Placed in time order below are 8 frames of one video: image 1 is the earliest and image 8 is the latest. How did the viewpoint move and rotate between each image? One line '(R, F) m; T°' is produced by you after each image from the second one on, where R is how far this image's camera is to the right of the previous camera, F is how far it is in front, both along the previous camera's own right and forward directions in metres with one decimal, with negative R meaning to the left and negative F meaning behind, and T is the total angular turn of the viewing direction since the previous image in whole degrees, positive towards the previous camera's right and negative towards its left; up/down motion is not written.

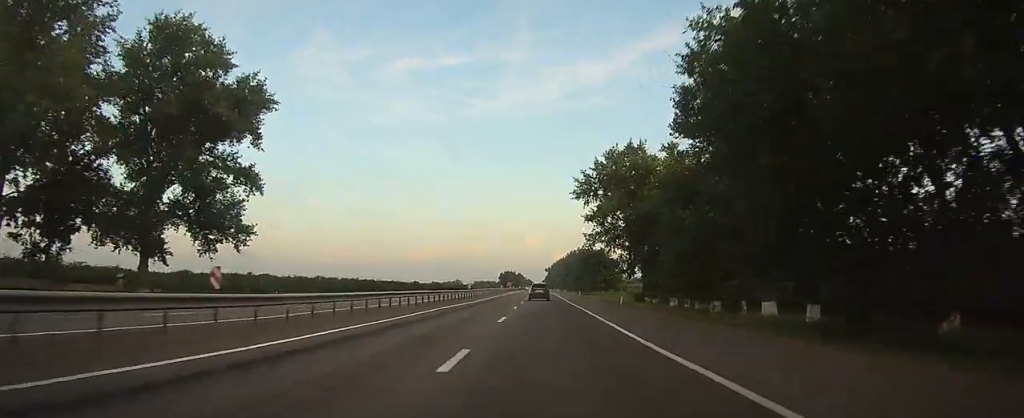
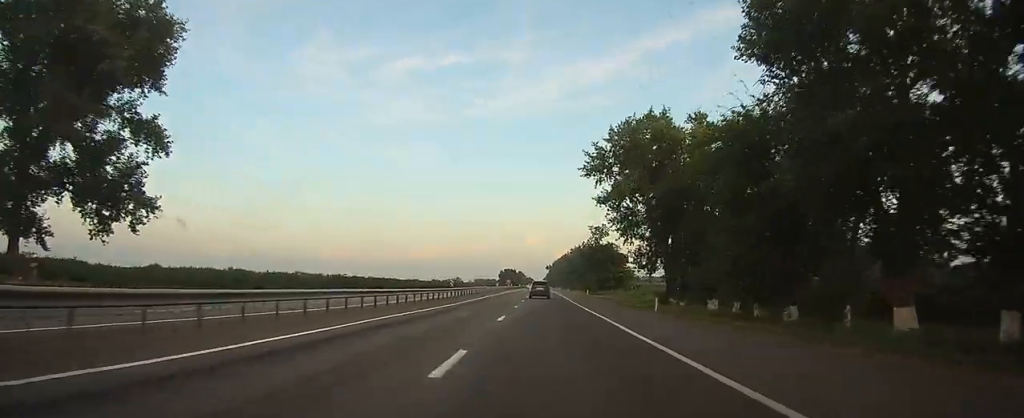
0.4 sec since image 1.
(0.0, +14.2) m; 0°
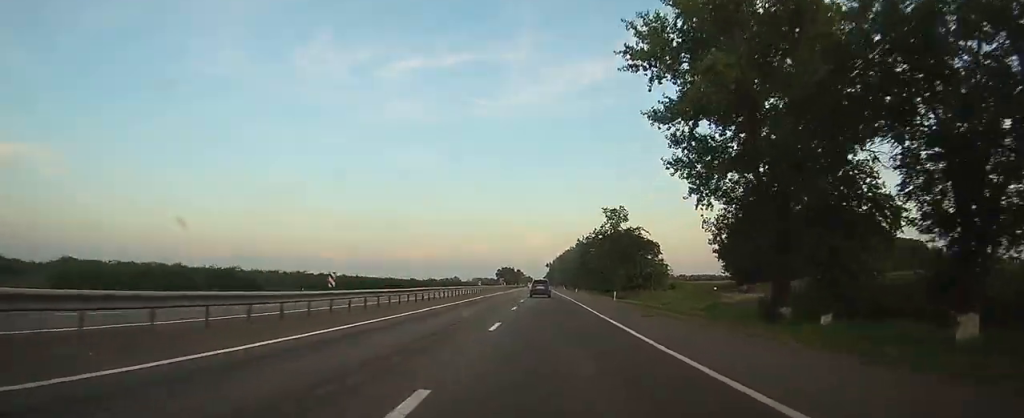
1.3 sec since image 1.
(0.0, +29.4) m; 0°
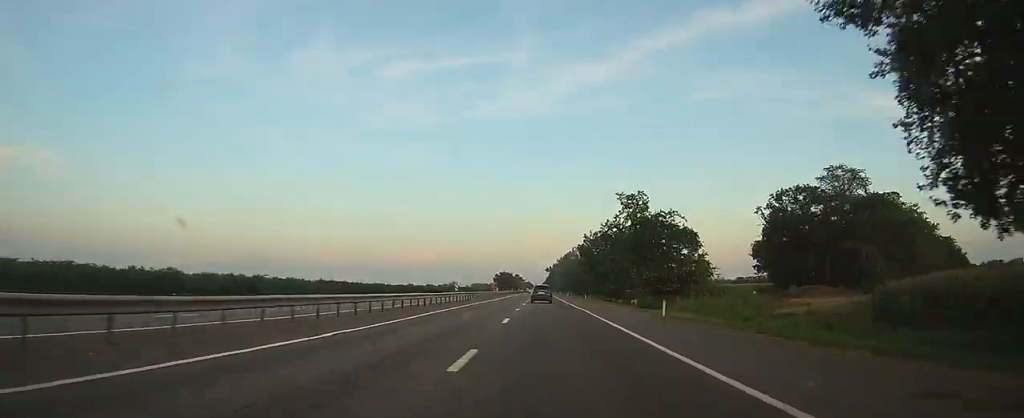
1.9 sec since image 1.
(0.0, +19.9) m; 0°
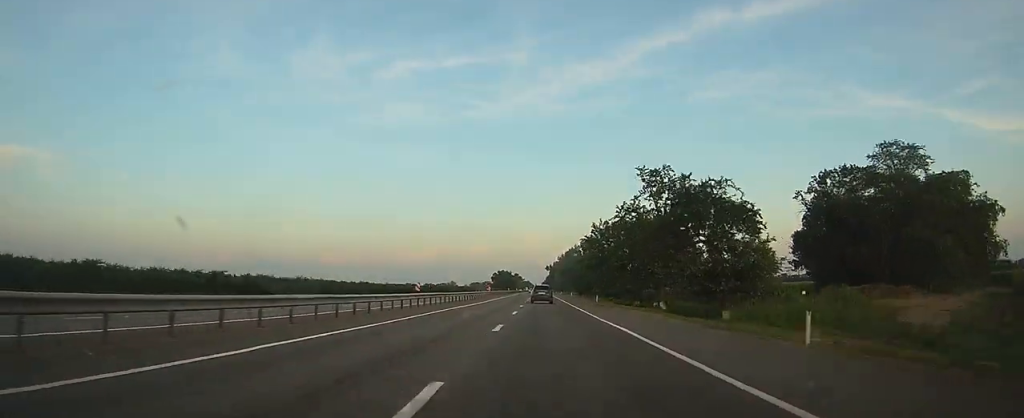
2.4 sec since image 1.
(0.0, +16.3) m; 0°
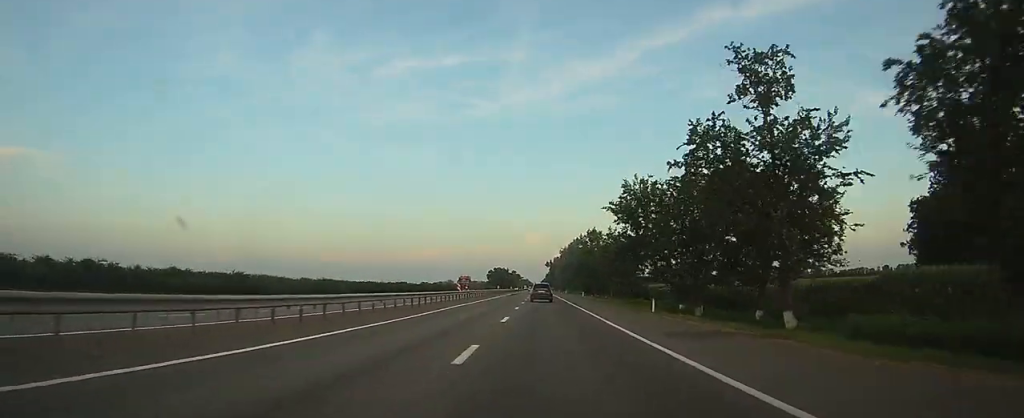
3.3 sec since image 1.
(0.0, +31.2) m; 0°
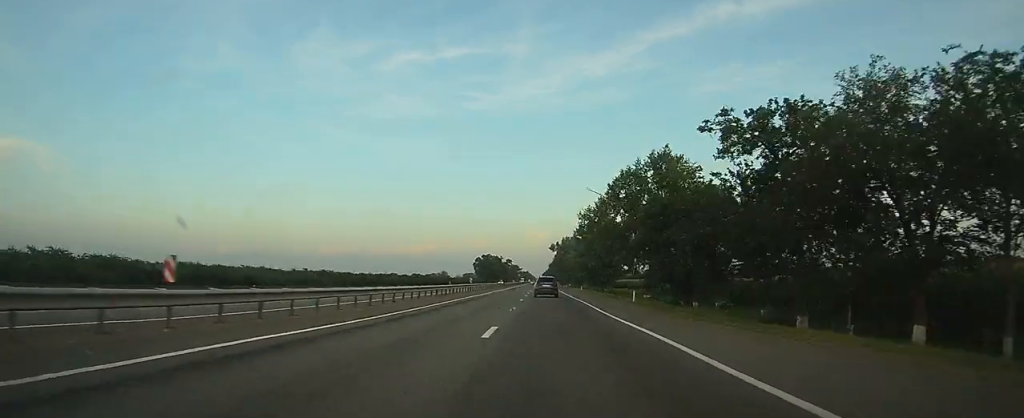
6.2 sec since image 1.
(-0.2, +92.5) m; 0°
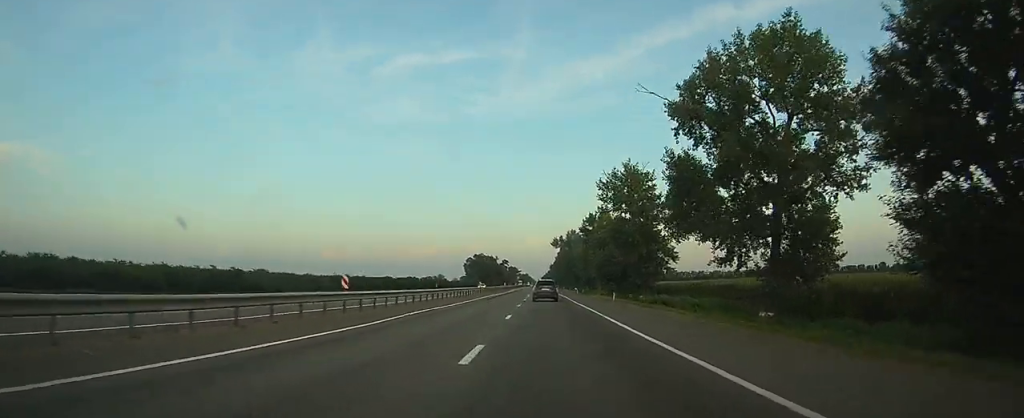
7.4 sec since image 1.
(+0.1, +39.0) m; 0°
